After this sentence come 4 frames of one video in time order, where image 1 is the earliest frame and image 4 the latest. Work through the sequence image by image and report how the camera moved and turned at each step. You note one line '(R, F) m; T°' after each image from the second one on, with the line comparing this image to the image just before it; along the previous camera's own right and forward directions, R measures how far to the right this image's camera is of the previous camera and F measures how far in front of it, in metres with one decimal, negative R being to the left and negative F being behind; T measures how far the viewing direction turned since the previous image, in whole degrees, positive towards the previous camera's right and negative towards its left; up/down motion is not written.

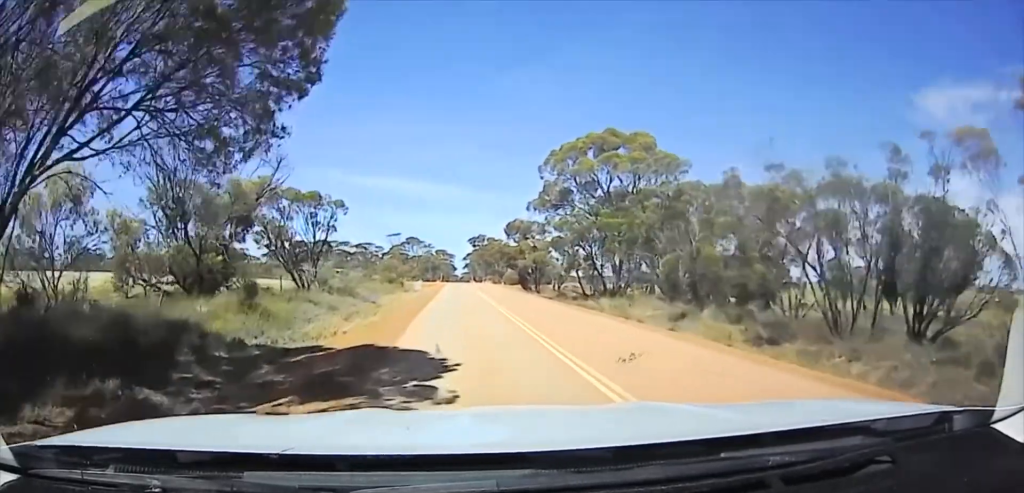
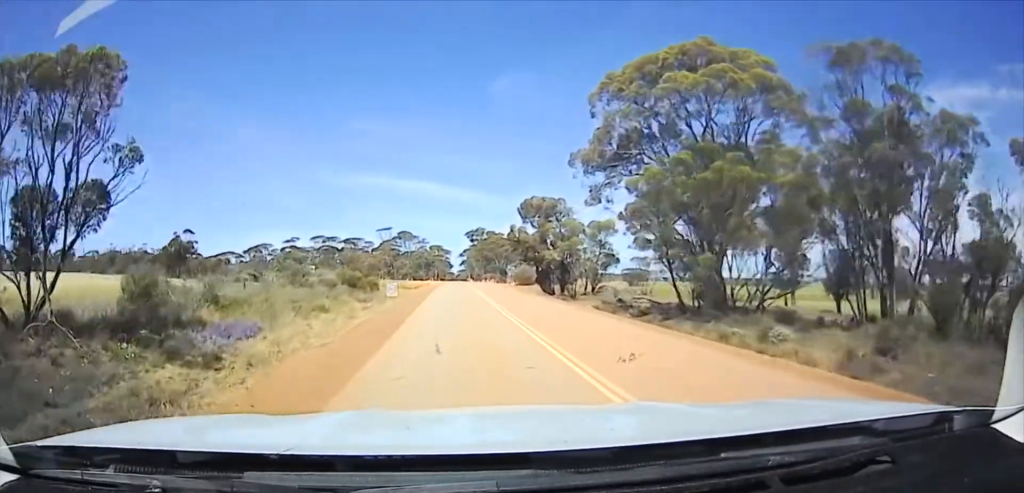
(0.0, +16.3) m; 0°
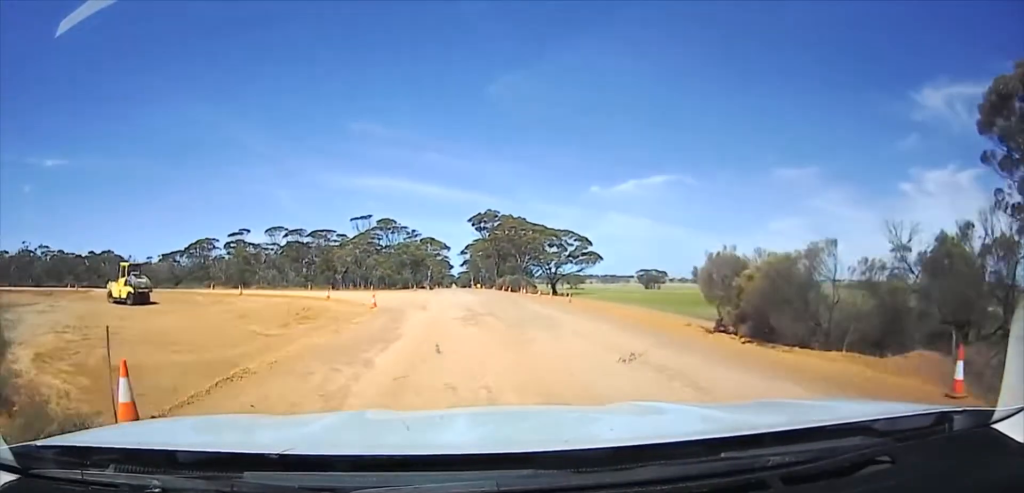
(-0.2, +59.7) m; -1°
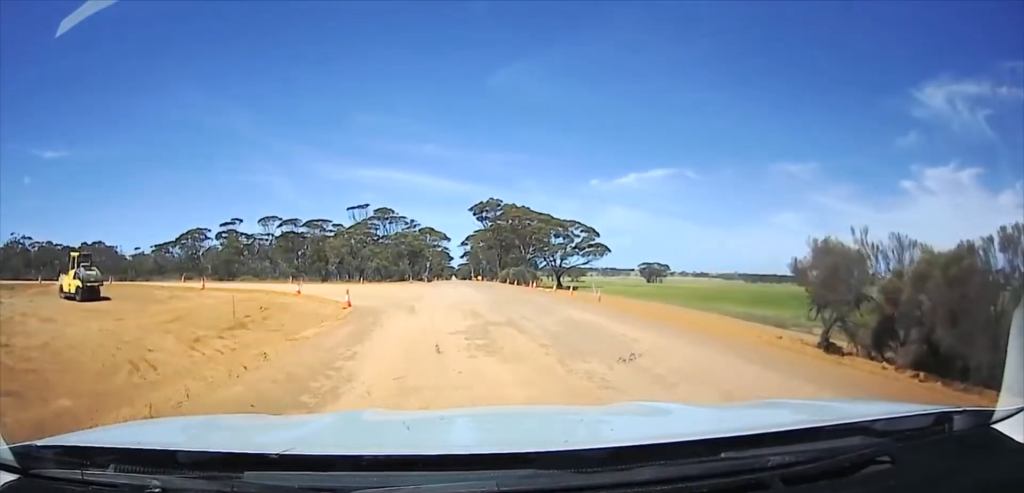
(-0.1, +13.3) m; 0°
